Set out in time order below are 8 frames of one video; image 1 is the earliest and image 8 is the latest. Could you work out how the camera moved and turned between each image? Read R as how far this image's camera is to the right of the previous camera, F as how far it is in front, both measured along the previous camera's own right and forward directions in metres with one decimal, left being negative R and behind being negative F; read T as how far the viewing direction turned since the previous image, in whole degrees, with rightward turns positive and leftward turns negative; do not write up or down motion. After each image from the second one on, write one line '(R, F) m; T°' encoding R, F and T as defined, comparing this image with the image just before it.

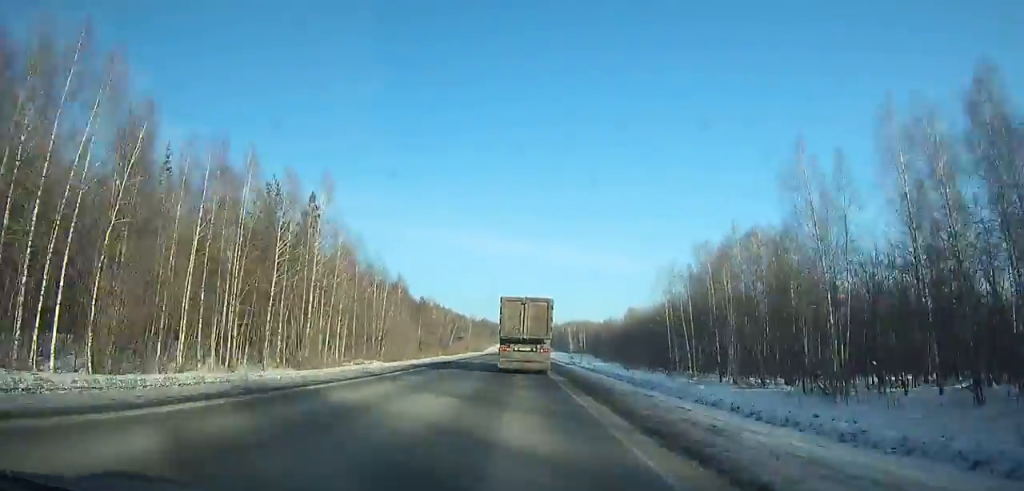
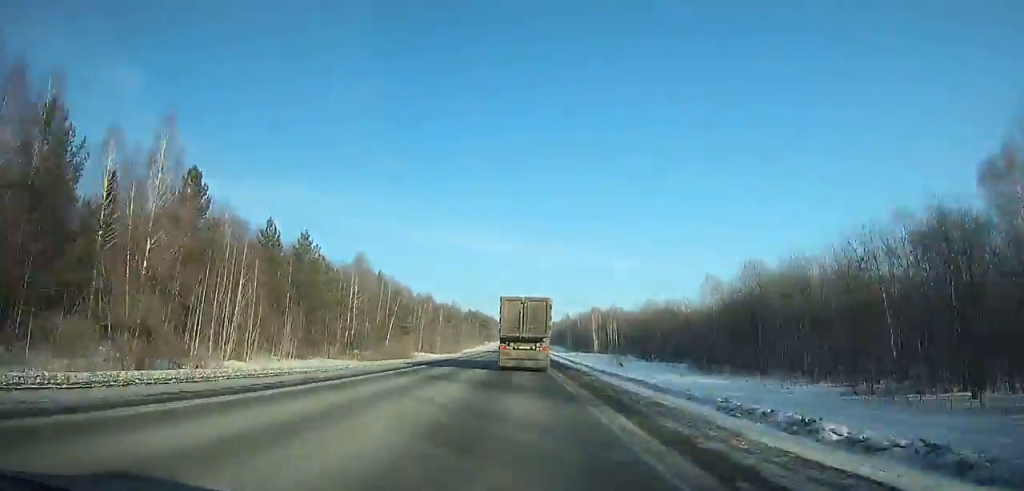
(+0.8, +93.3) m; +1°
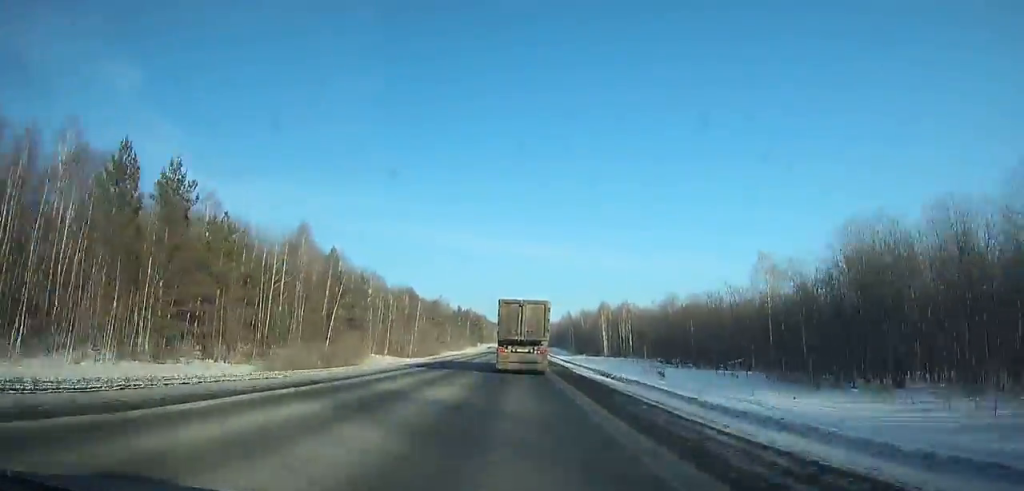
(+0.1, +30.7) m; 0°
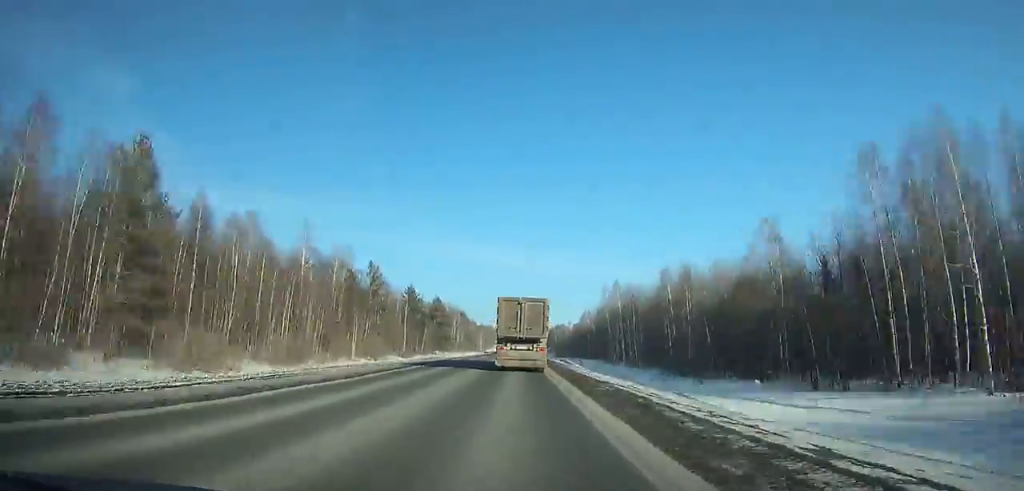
(+0.1, +139.1) m; 0°
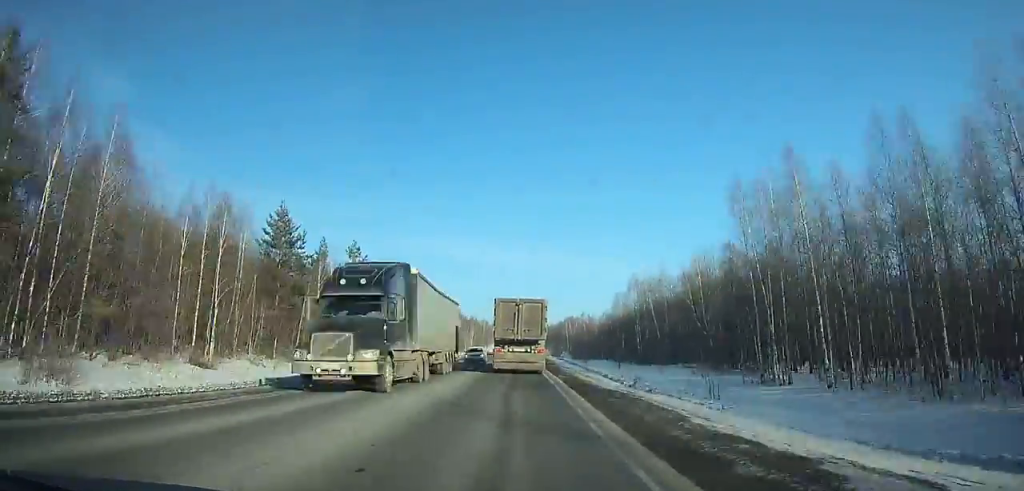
(0.0, +81.4) m; 0°
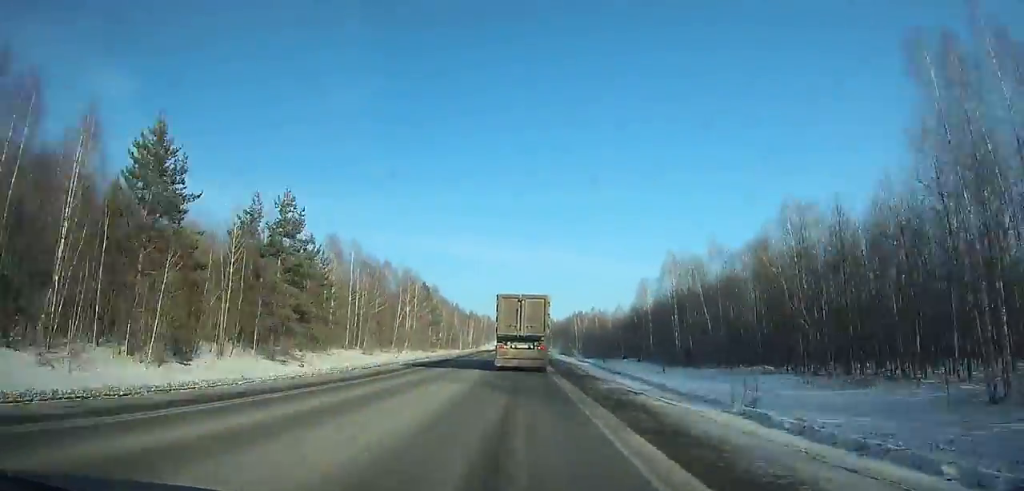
(-0.1, +26.3) m; 0°
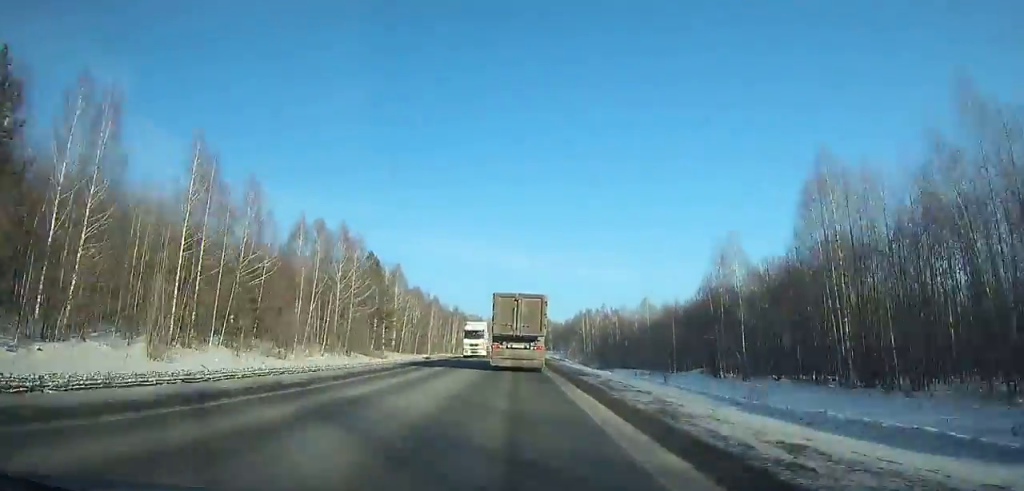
(-0.1, +50.2) m; 0°
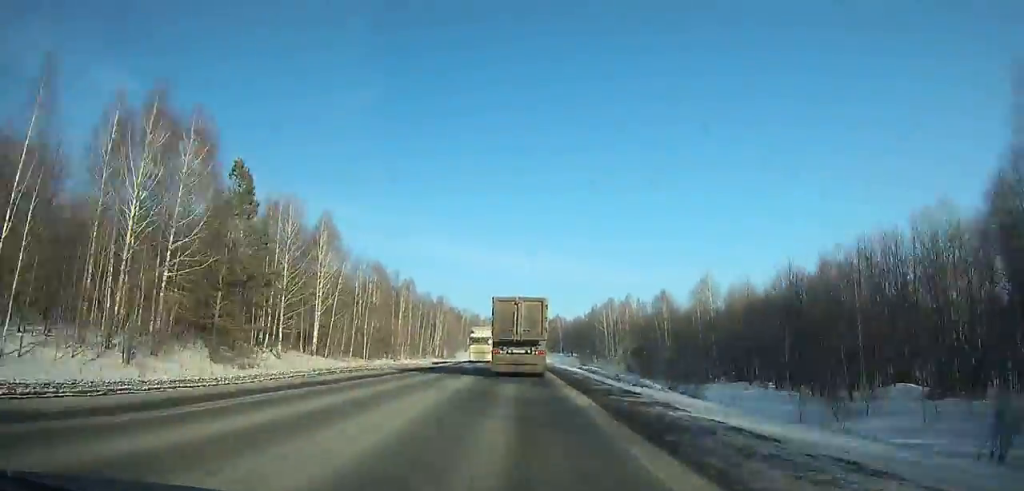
(0.0, +50.2) m; 0°
